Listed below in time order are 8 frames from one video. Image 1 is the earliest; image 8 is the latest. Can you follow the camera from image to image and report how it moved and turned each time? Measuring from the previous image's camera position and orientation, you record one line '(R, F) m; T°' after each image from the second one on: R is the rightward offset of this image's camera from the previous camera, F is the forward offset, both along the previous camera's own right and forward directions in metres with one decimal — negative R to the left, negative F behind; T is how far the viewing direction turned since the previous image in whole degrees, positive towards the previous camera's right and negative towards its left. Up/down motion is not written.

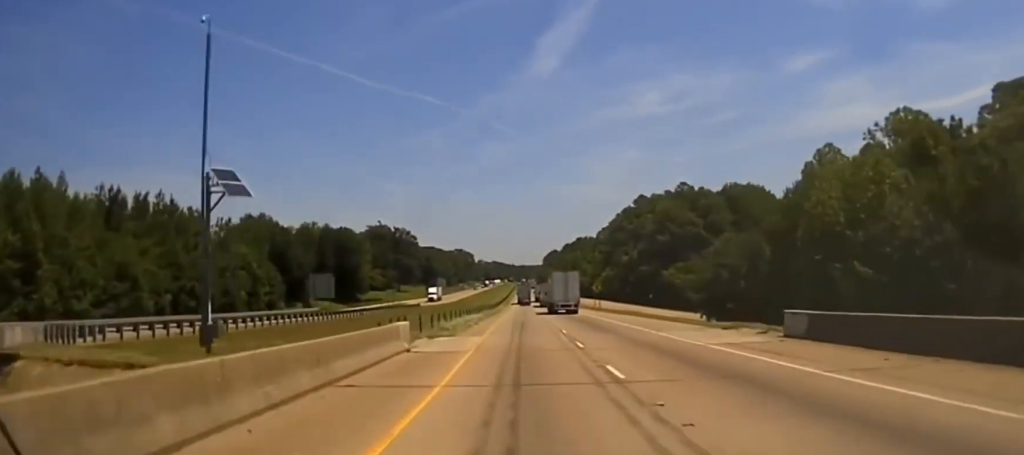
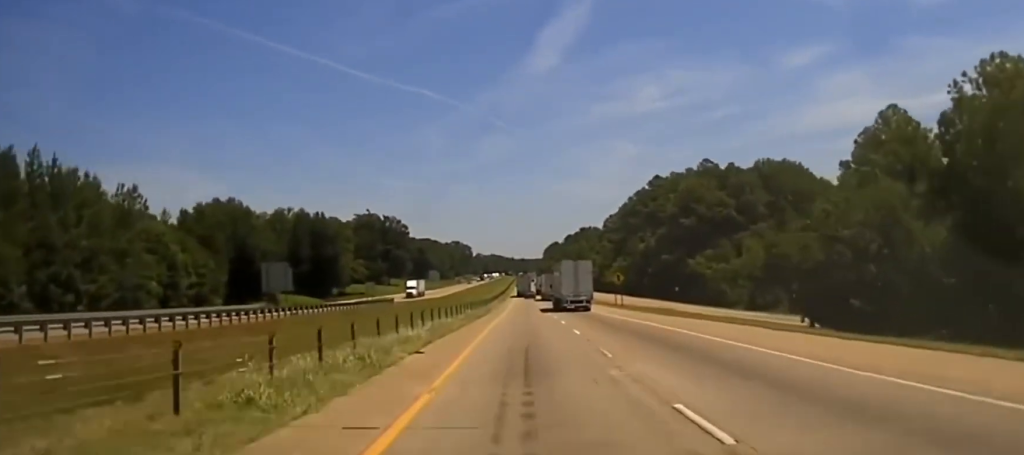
(0.0, +28.5) m; 0°
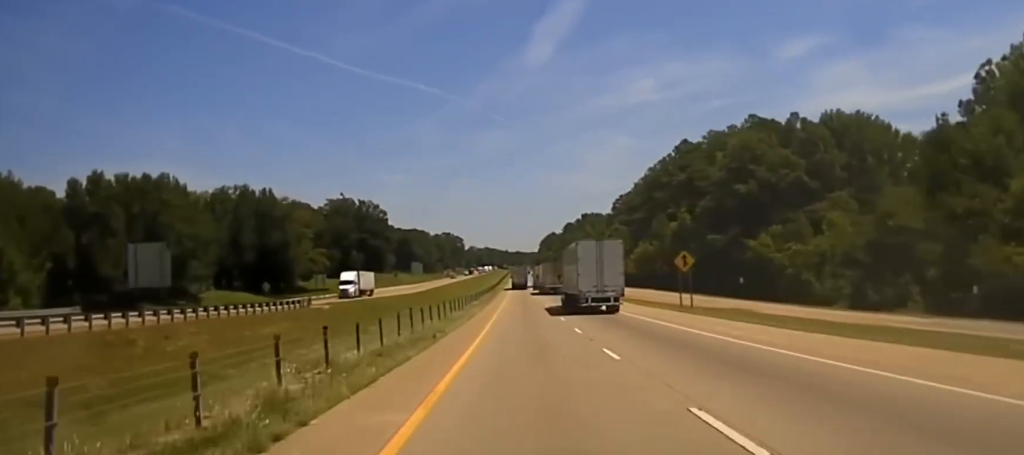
(0.0, +38.7) m; 0°
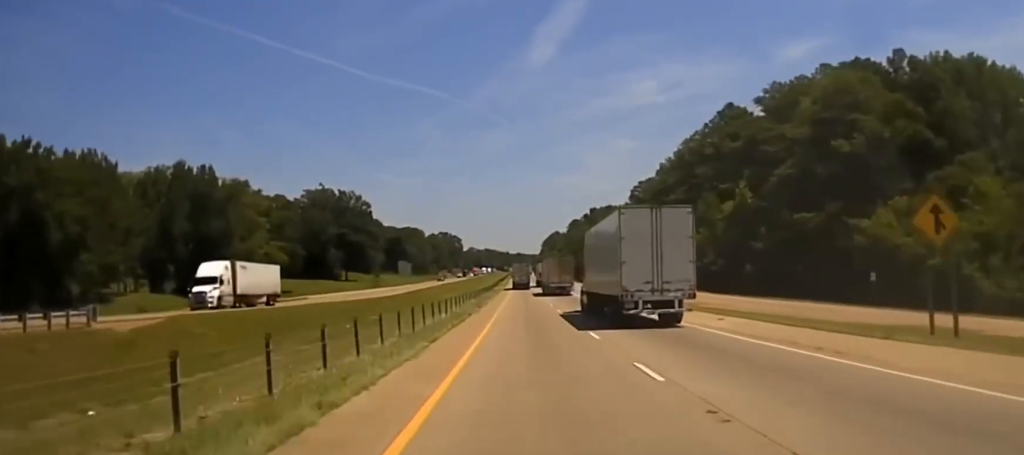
(0.0, +36.3) m; 0°
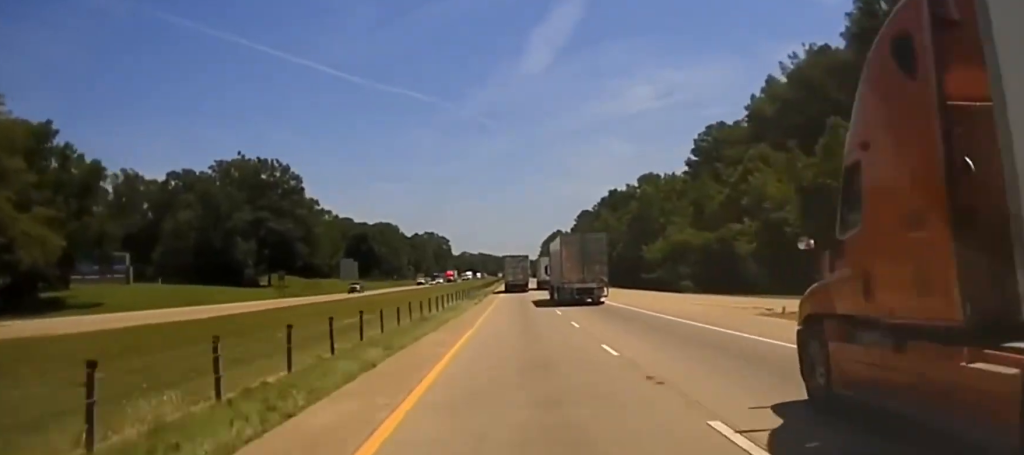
(+0.7, +96.9) m; 0°
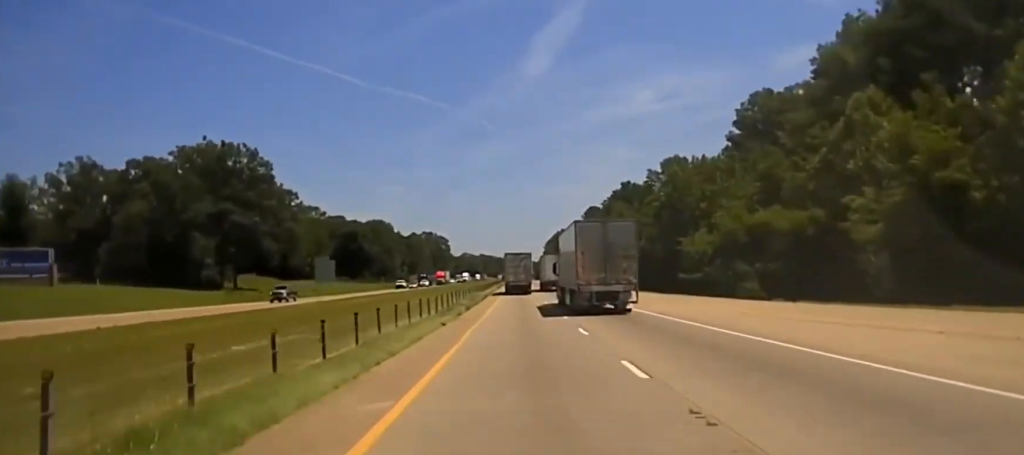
(0.0, +33.4) m; 0°
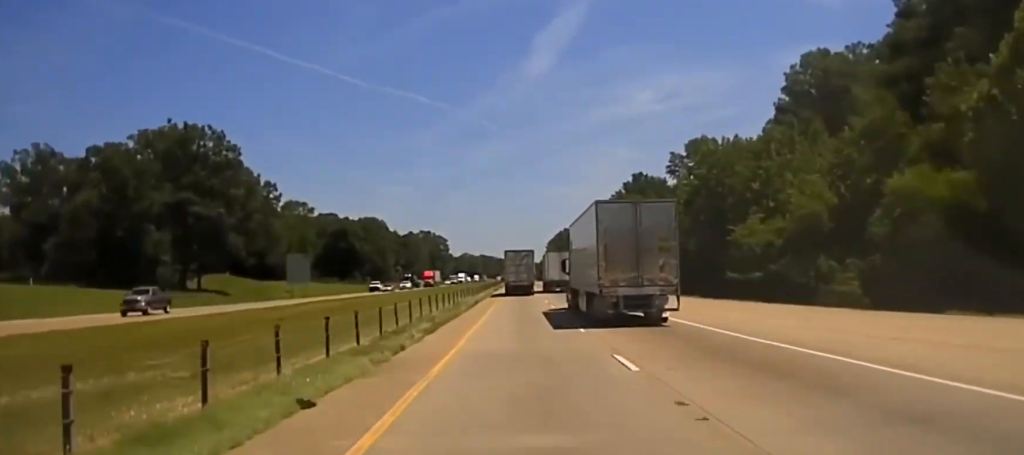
(-0.2, +27.8) m; 0°
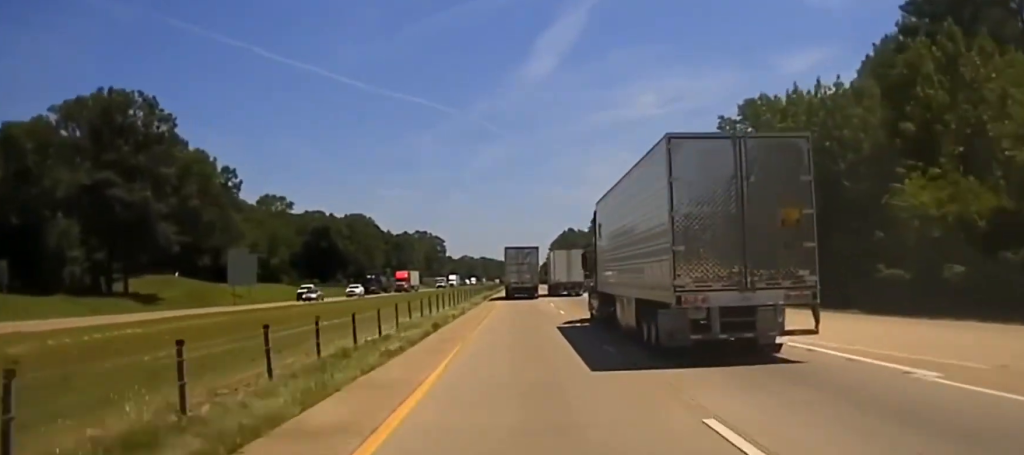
(0.0, +39.7) m; 0°
